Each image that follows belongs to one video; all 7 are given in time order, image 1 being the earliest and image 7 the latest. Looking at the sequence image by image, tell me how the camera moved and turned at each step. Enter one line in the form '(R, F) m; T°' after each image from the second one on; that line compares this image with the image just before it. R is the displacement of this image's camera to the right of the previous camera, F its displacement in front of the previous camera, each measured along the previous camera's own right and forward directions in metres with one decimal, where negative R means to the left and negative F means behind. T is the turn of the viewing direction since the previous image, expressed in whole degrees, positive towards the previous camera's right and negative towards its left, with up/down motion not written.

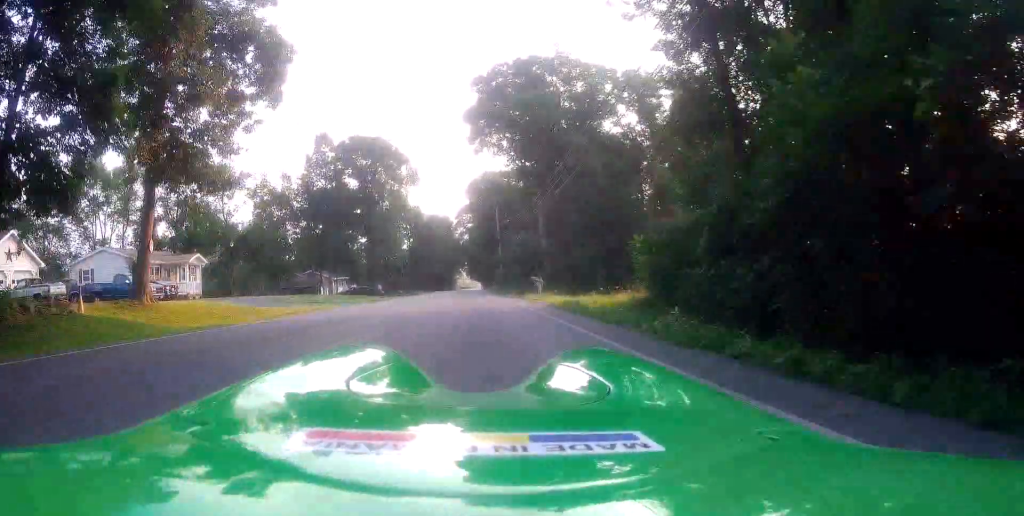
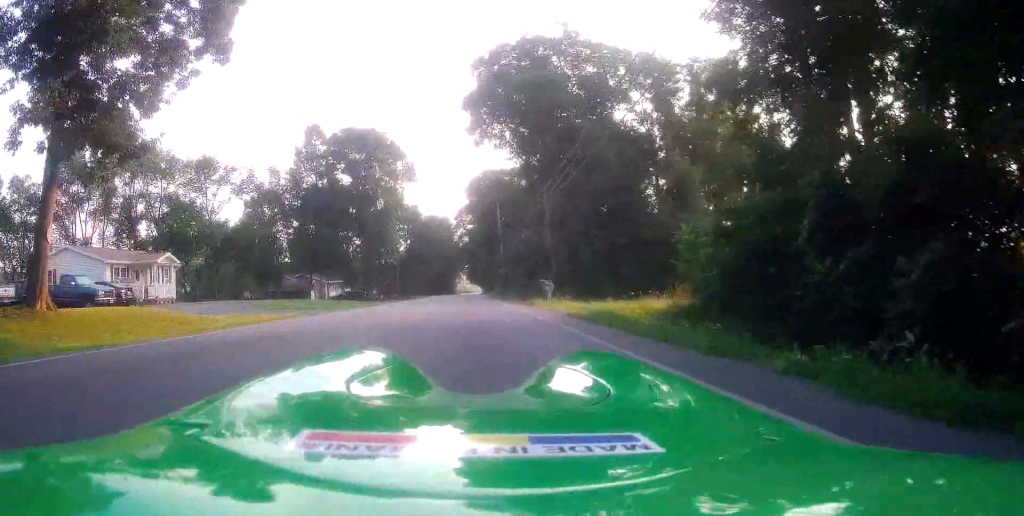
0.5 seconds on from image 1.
(0.0, +4.2) m; 0°
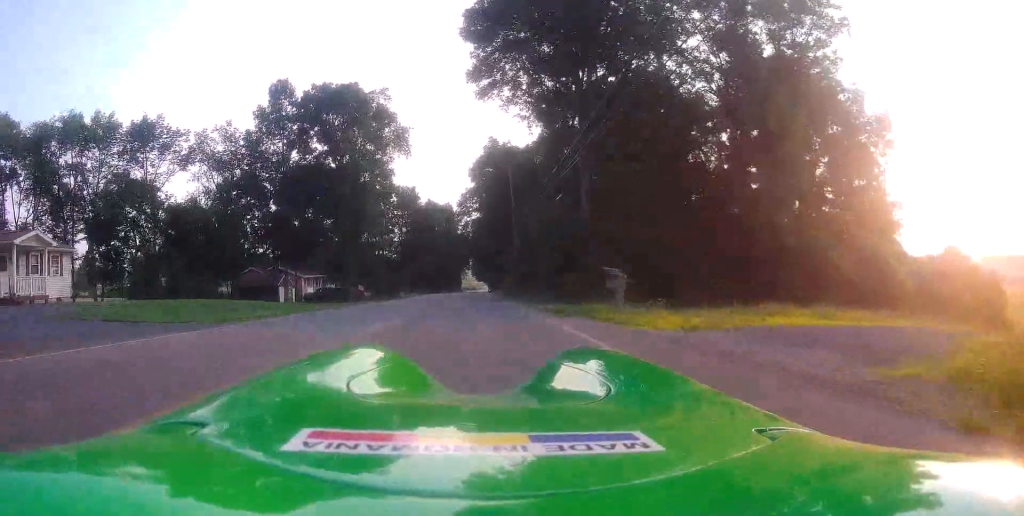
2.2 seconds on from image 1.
(-0.1, +12.6) m; -1°
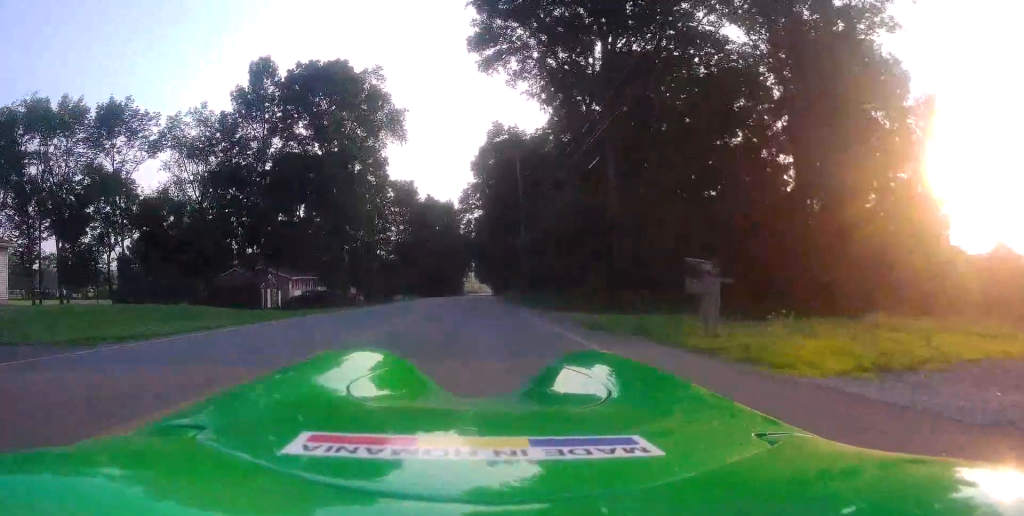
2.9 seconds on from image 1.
(-0.1, +5.7) m; +1°
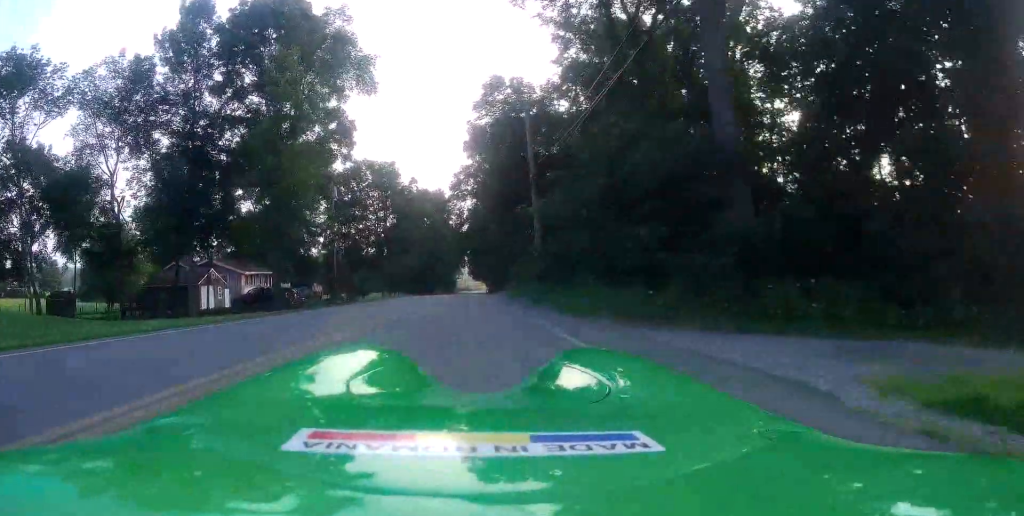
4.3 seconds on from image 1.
(+0.3, +12.3) m; +1°
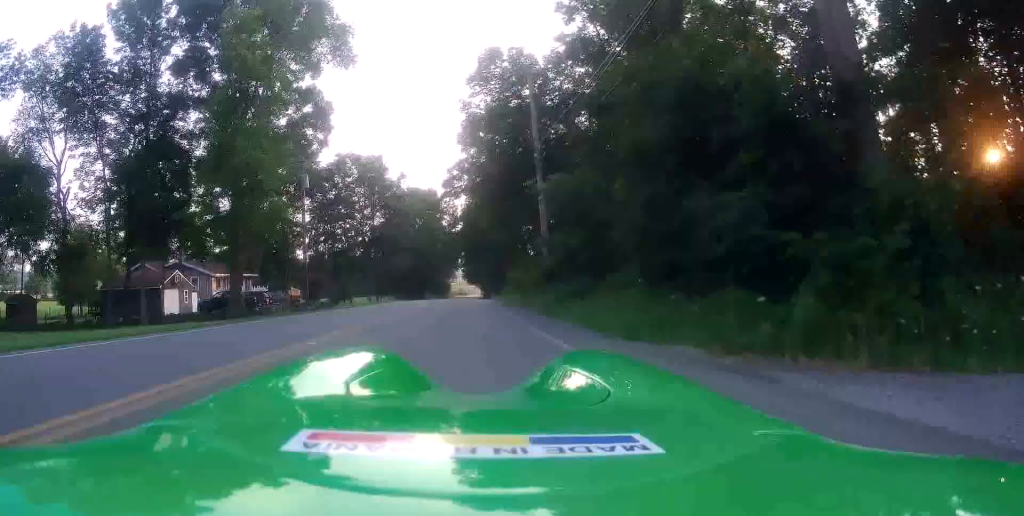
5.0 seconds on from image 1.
(-0.1, +5.3) m; 0°
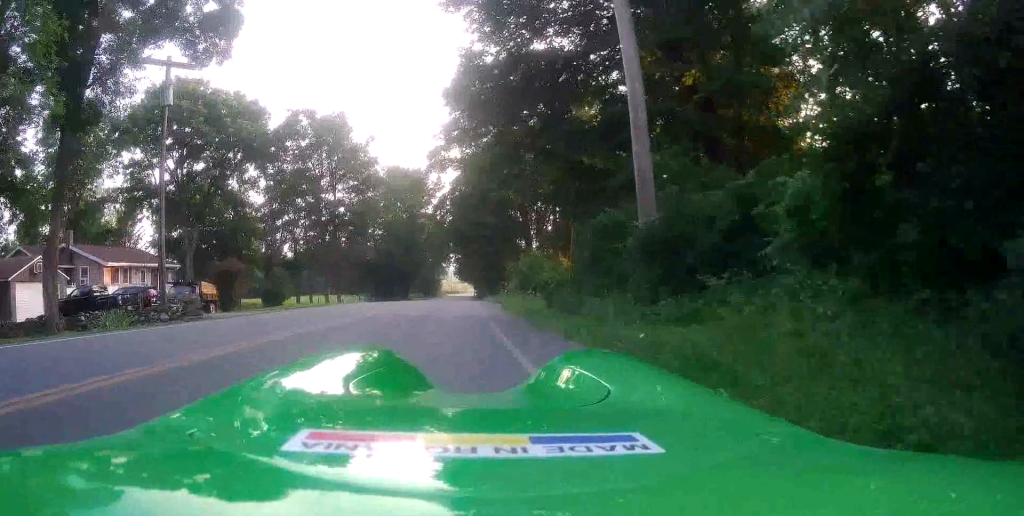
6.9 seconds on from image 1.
(+0.1, +16.1) m; +1°
